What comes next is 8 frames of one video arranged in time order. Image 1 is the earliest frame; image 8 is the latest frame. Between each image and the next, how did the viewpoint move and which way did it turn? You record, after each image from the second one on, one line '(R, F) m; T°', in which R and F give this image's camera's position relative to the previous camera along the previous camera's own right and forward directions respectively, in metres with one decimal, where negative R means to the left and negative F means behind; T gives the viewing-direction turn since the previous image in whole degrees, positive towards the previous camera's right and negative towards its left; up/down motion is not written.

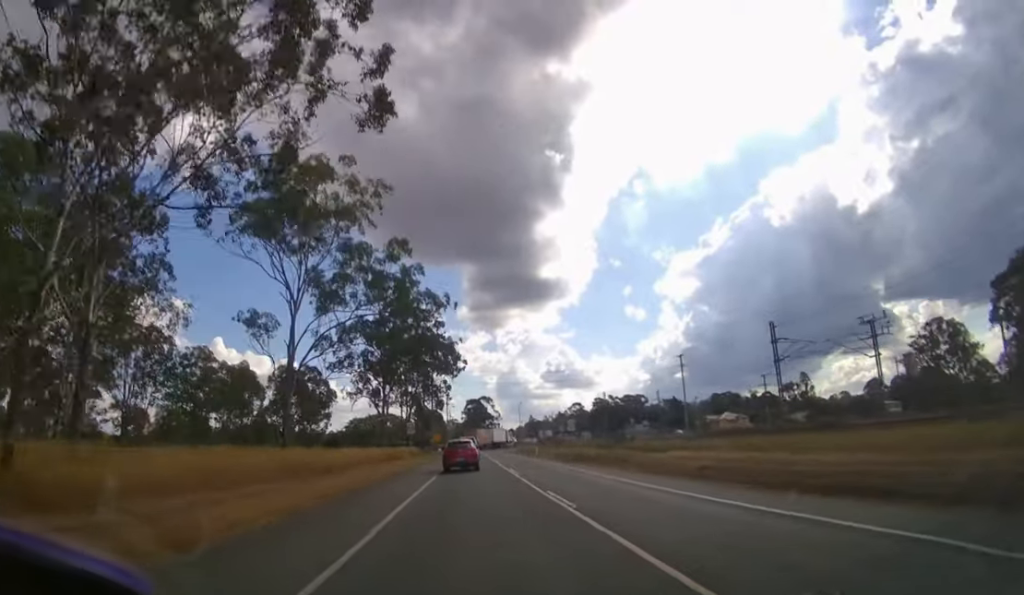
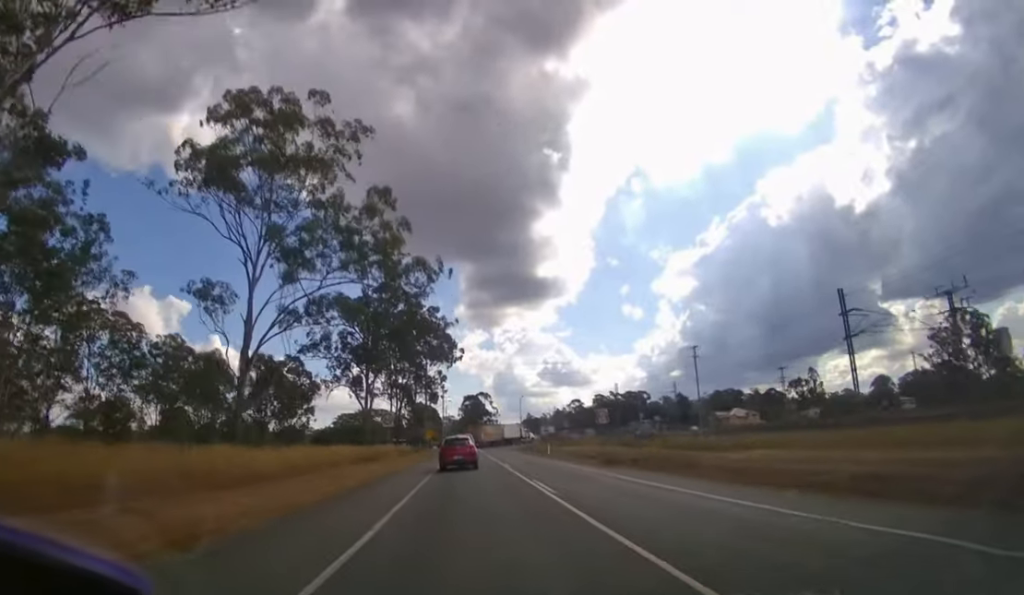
(0.0, +7.9) m; 0°
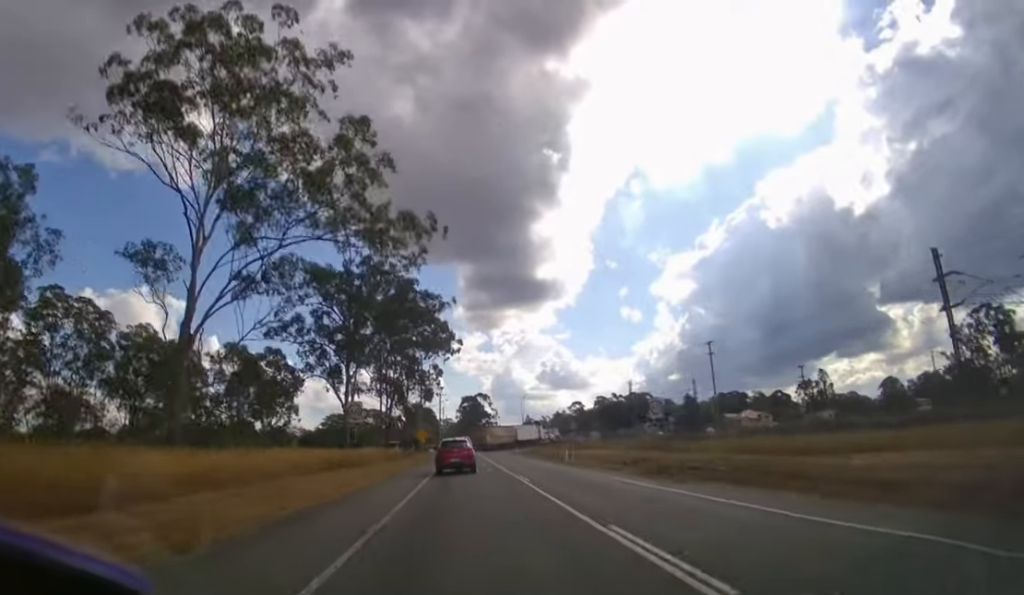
(0.0, +6.9) m; 0°
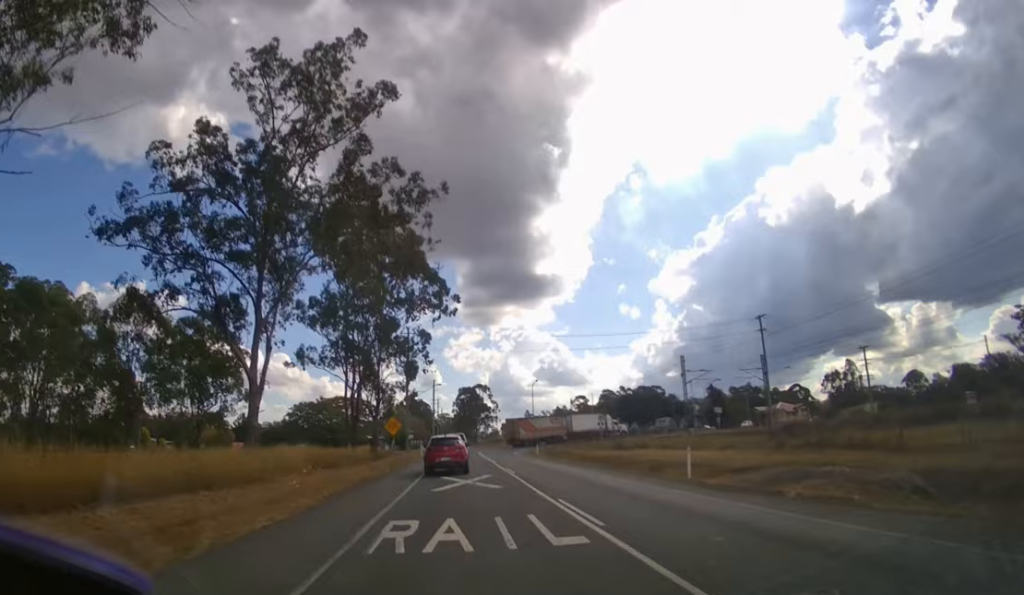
(0.0, +17.5) m; 0°
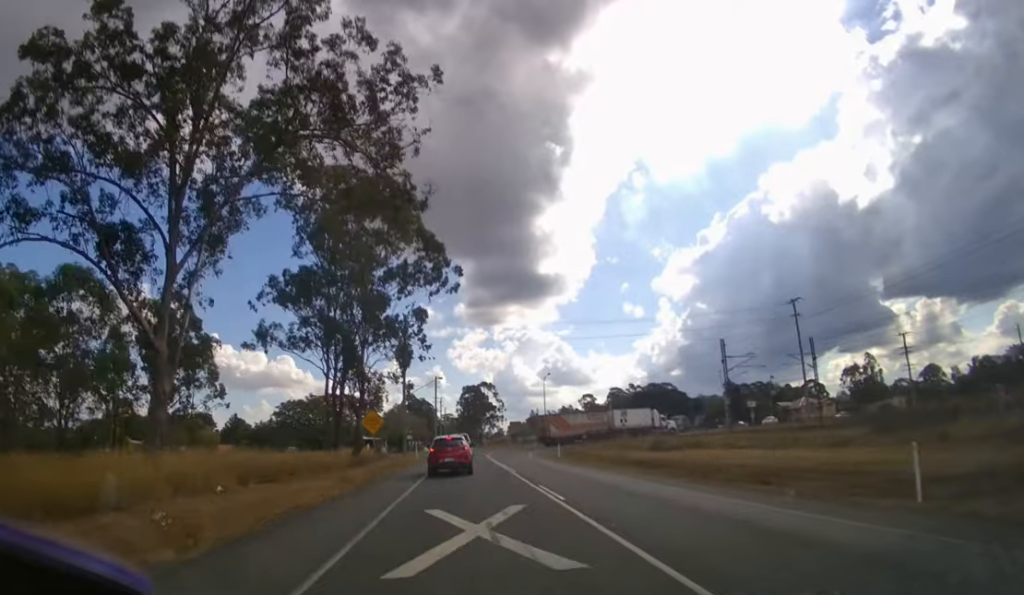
(0.0, +8.6) m; 0°
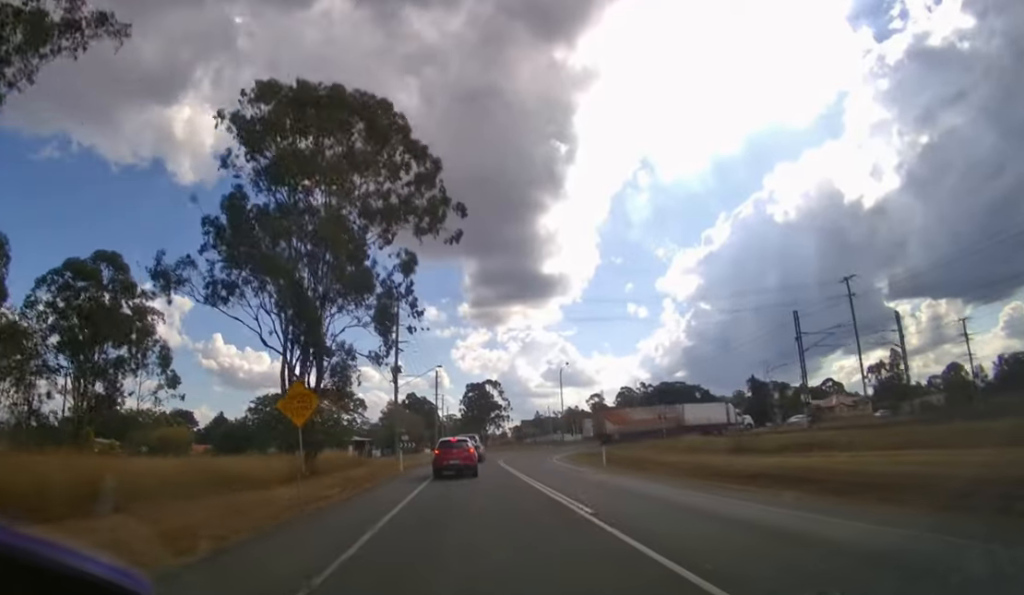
(0.0, +11.3) m; 0°
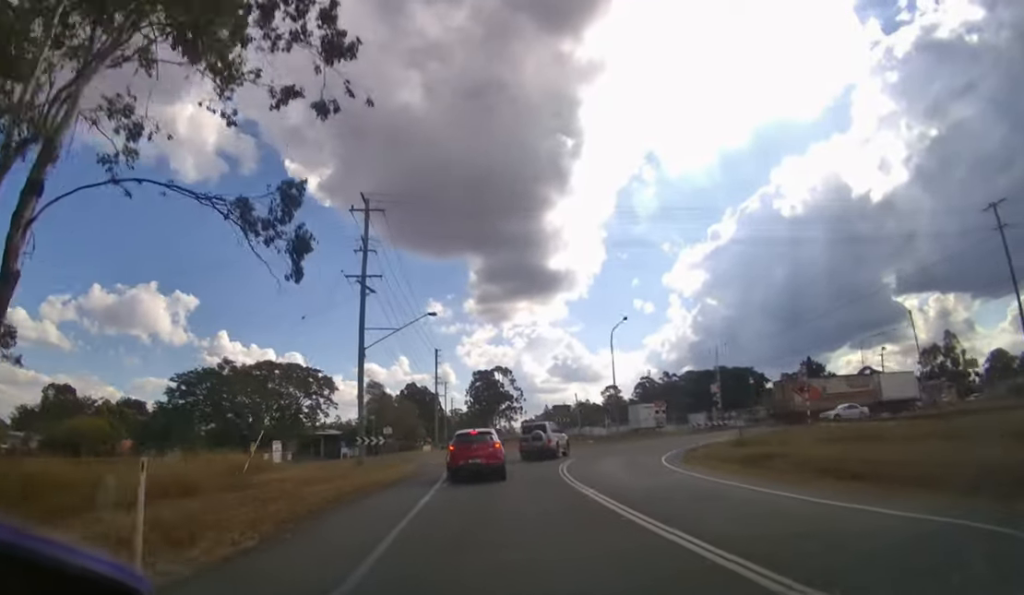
(-0.1, +24.6) m; 0°
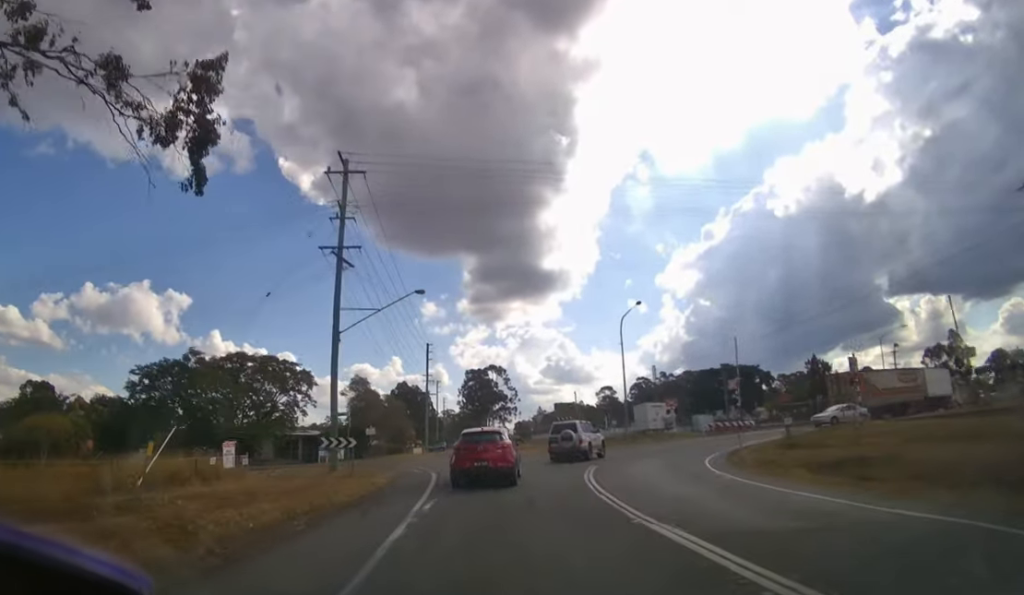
(0.0, +6.5) m; +1°
